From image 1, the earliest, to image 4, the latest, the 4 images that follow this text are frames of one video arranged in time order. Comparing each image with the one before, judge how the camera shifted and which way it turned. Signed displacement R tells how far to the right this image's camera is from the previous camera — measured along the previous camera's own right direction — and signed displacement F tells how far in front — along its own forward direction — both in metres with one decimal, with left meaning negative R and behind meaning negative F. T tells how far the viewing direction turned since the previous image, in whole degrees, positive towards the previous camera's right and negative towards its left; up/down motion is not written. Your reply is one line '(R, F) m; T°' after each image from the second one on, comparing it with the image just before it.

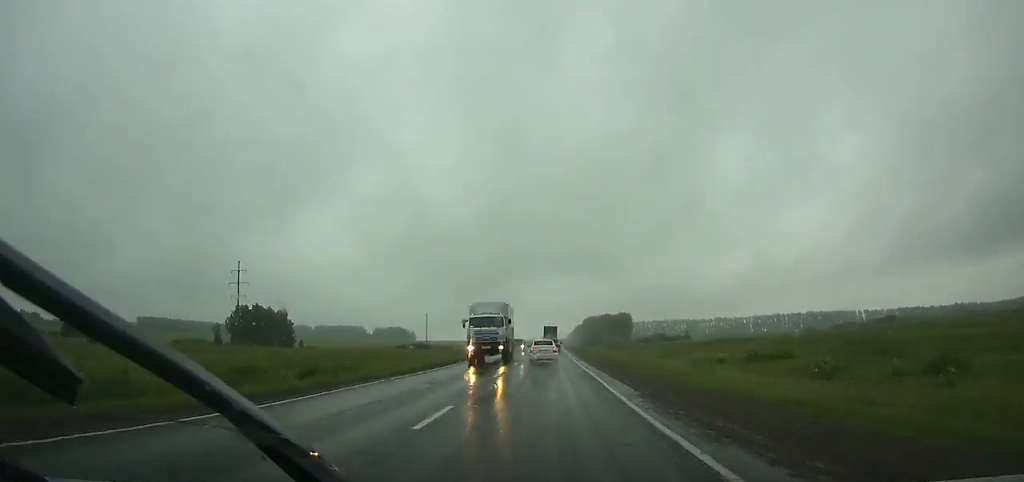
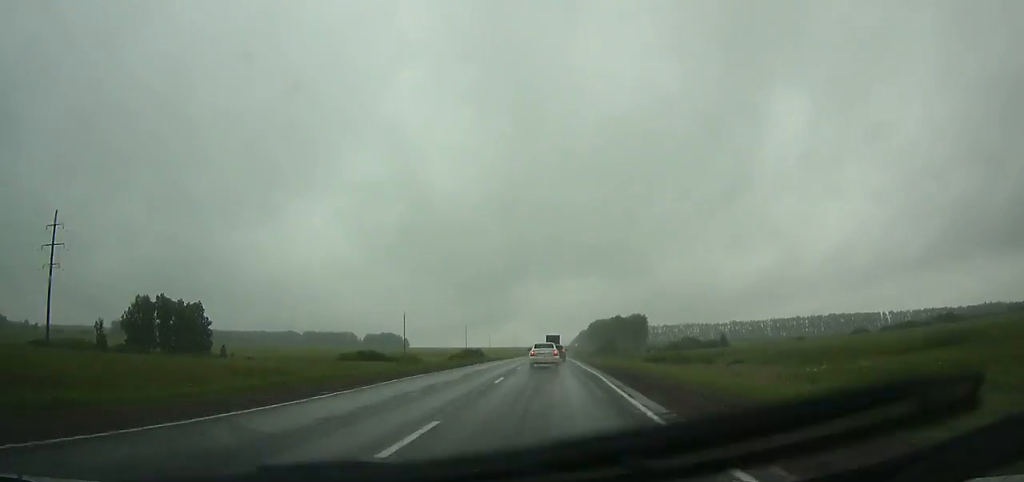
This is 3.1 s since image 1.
(+0.1, +62.5) m; 0°
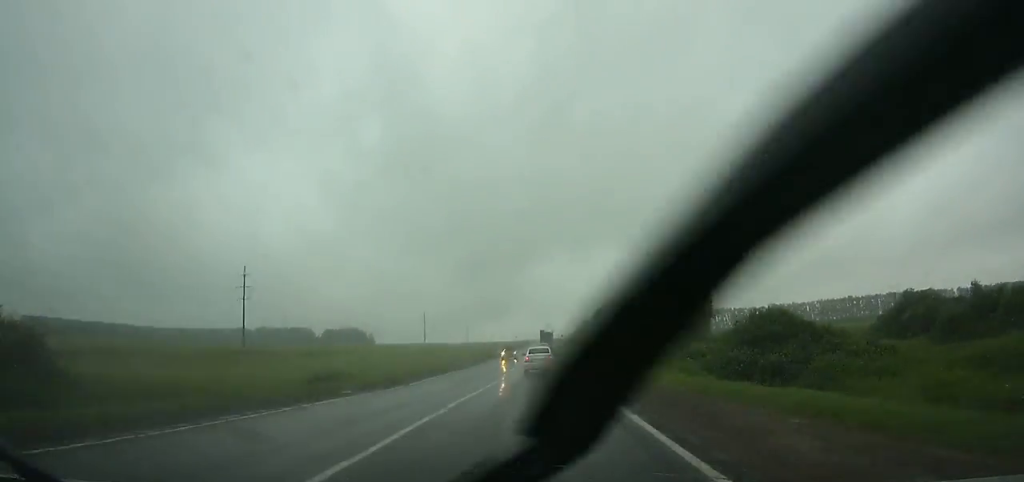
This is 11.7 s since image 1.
(+0.2, +162.5) m; 0°
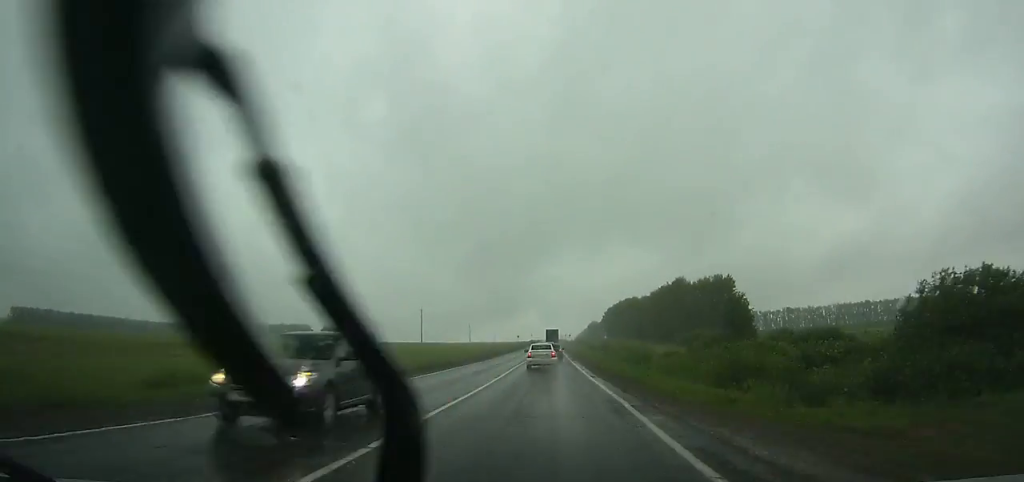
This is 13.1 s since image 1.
(0.0, +25.7) m; 0°
